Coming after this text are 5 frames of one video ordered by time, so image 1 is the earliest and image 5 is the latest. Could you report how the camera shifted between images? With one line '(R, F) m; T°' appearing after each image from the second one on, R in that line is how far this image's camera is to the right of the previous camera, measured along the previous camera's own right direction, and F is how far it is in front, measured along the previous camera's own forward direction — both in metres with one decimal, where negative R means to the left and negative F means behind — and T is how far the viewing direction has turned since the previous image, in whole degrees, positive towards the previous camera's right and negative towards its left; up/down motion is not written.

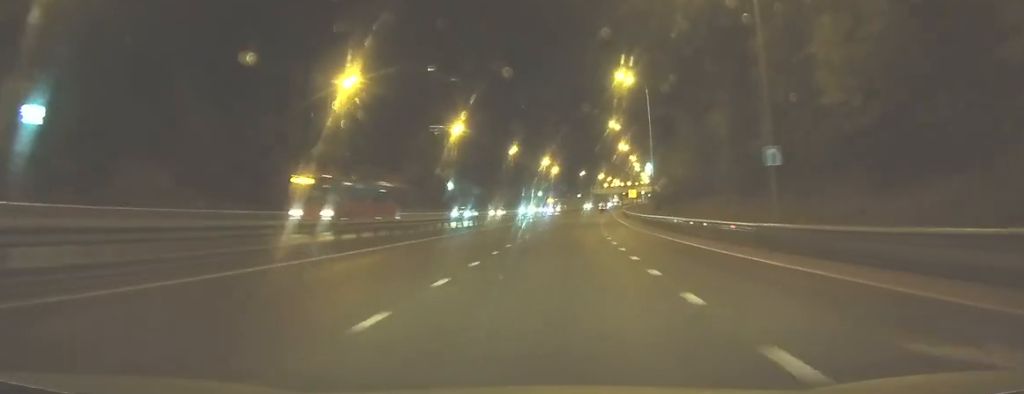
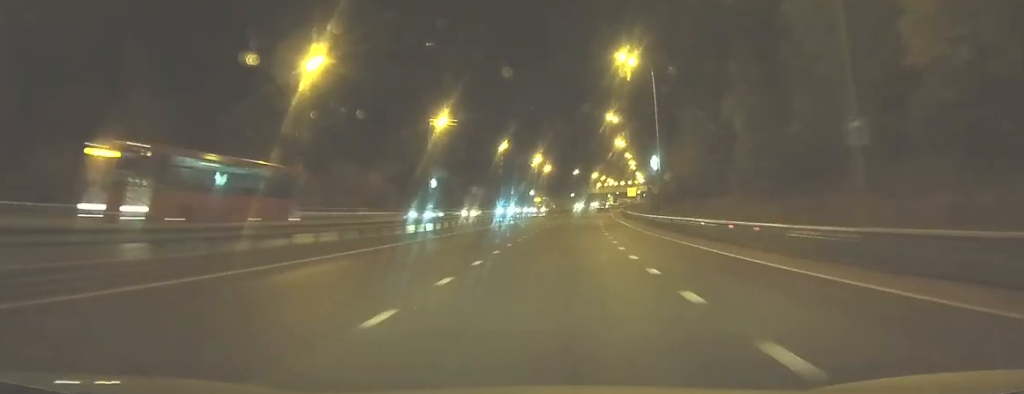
(0.0, +7.9) m; +1°
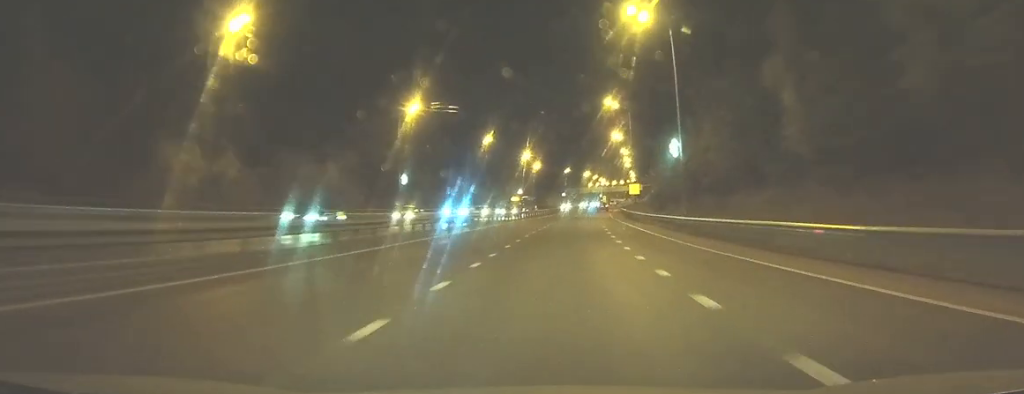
(+0.3, +12.9) m; +2°
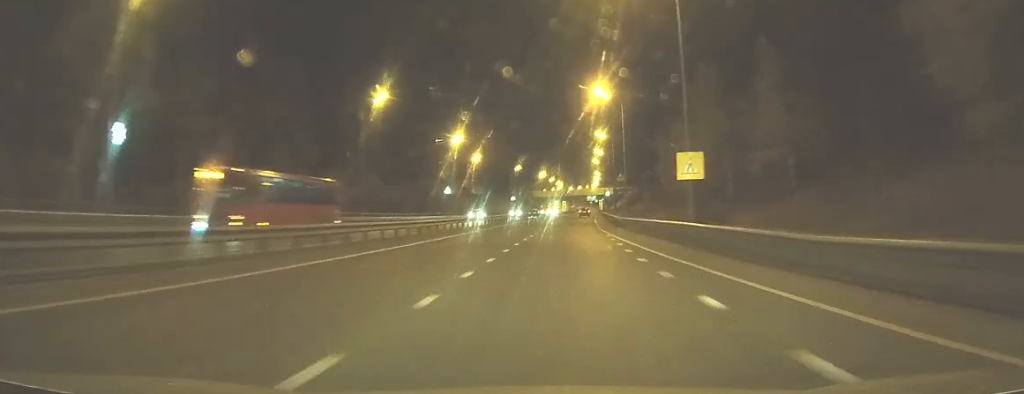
(+1.6, +49.1) m; +3°
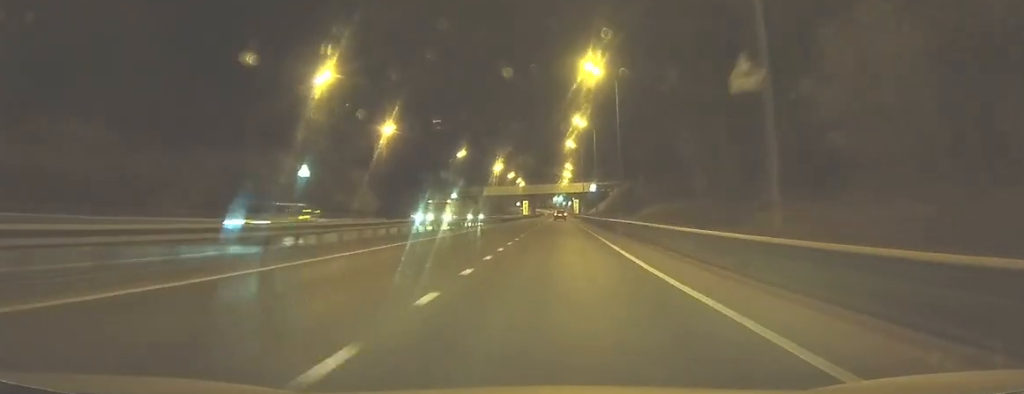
(+0.9, +51.5) m; +2°
